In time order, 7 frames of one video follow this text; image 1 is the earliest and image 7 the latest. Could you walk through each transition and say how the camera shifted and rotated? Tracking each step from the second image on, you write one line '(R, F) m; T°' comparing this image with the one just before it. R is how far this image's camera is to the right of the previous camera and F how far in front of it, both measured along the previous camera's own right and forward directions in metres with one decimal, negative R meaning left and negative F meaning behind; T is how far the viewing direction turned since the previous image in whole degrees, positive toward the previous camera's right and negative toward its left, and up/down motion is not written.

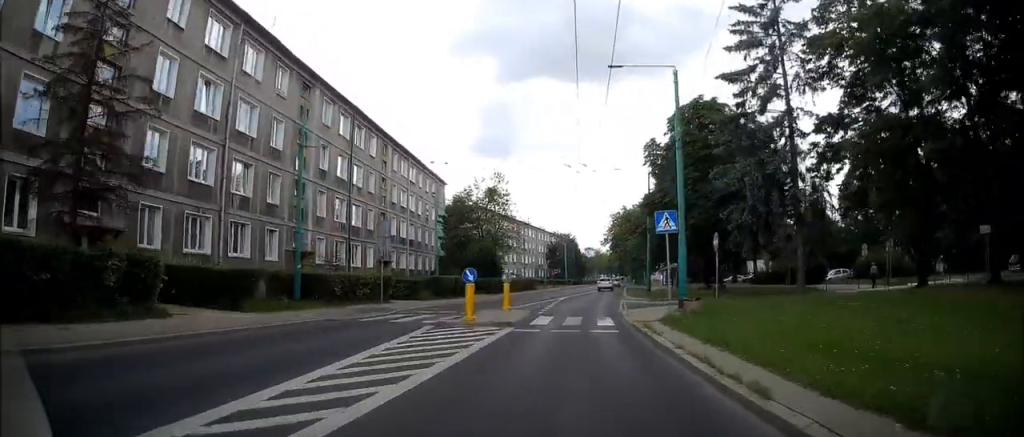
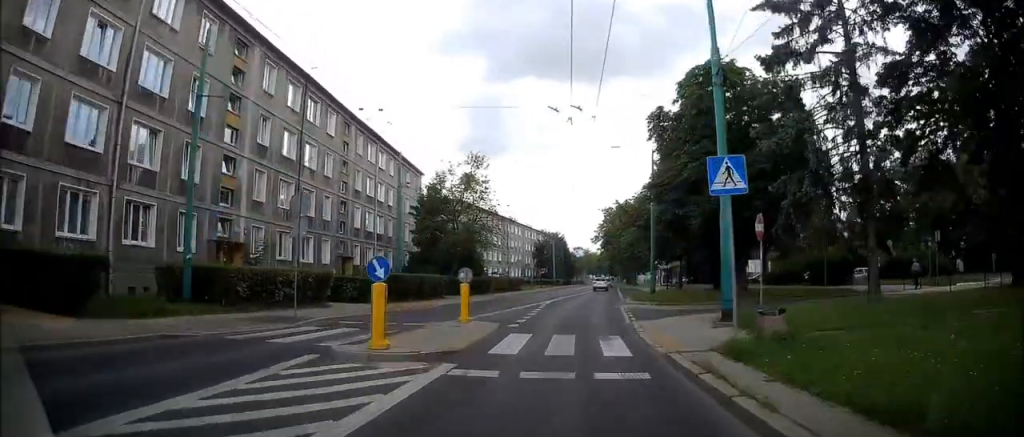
(0.0, +7.4) m; +1°
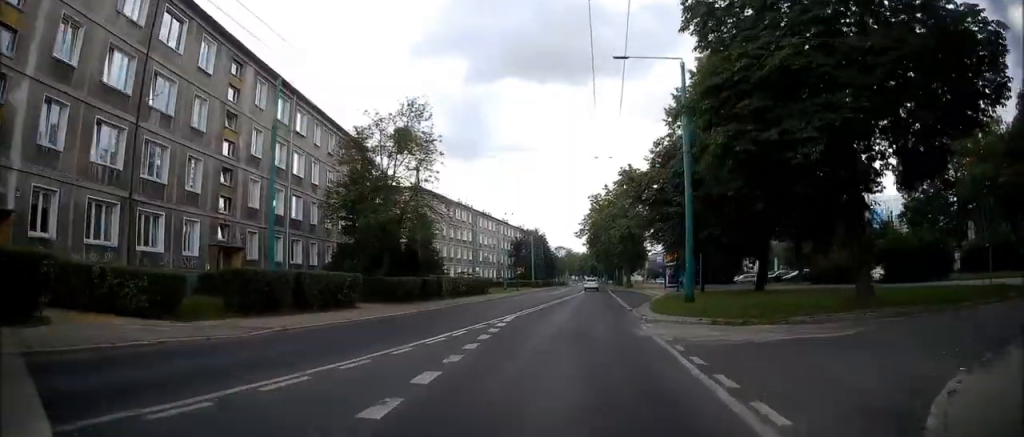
(+0.4, +13.6) m; +3°
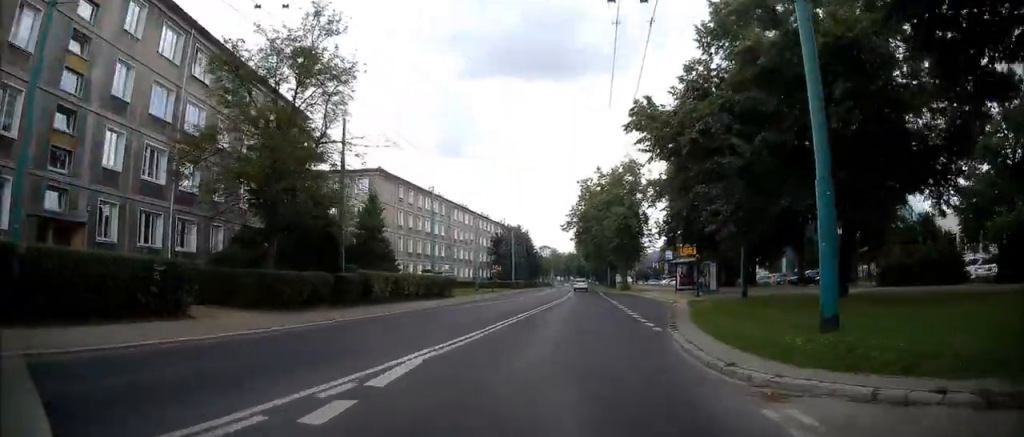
(+0.1, +9.0) m; +1°
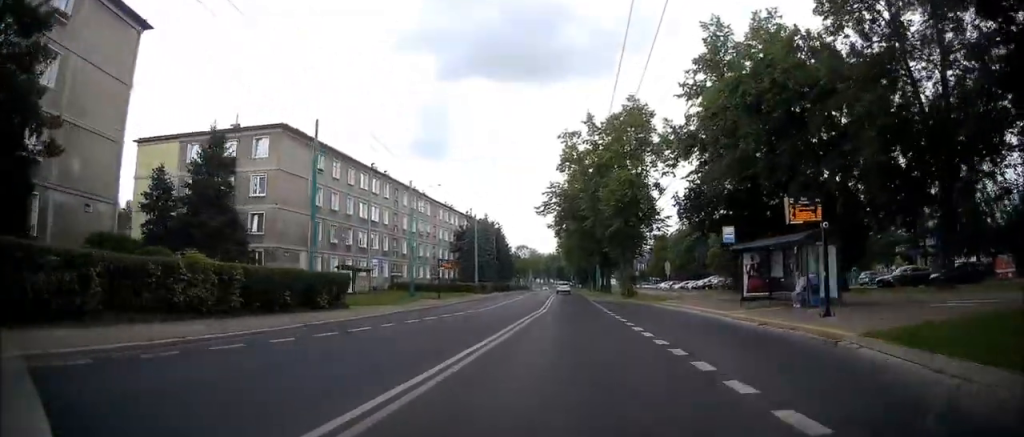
(+0.1, +15.5) m; +1°
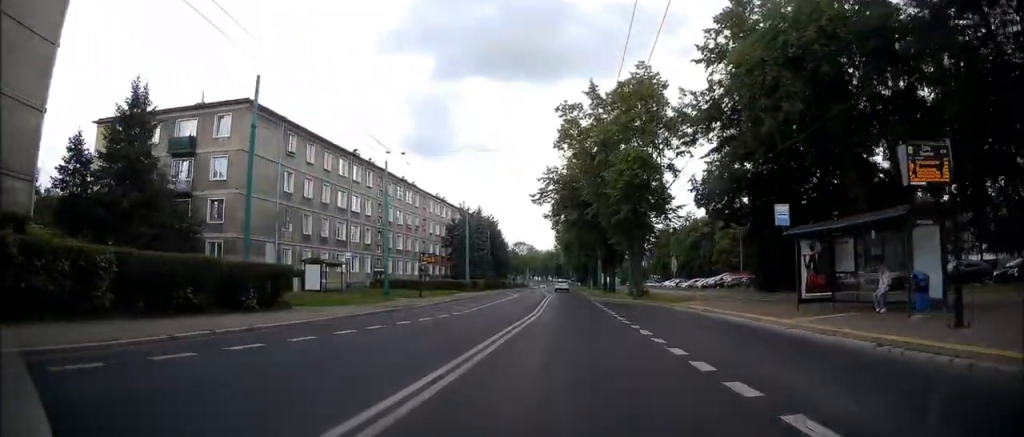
(0.0, +5.4) m; +1°
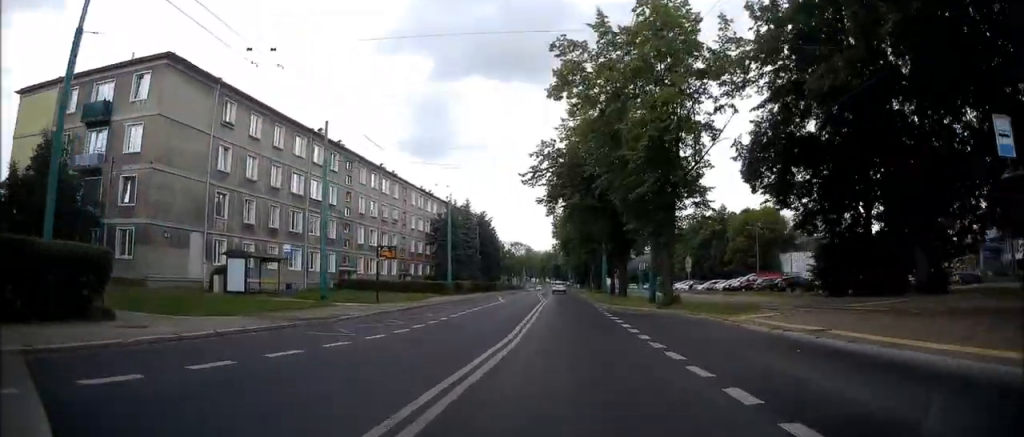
(+0.1, +10.2) m; +1°
